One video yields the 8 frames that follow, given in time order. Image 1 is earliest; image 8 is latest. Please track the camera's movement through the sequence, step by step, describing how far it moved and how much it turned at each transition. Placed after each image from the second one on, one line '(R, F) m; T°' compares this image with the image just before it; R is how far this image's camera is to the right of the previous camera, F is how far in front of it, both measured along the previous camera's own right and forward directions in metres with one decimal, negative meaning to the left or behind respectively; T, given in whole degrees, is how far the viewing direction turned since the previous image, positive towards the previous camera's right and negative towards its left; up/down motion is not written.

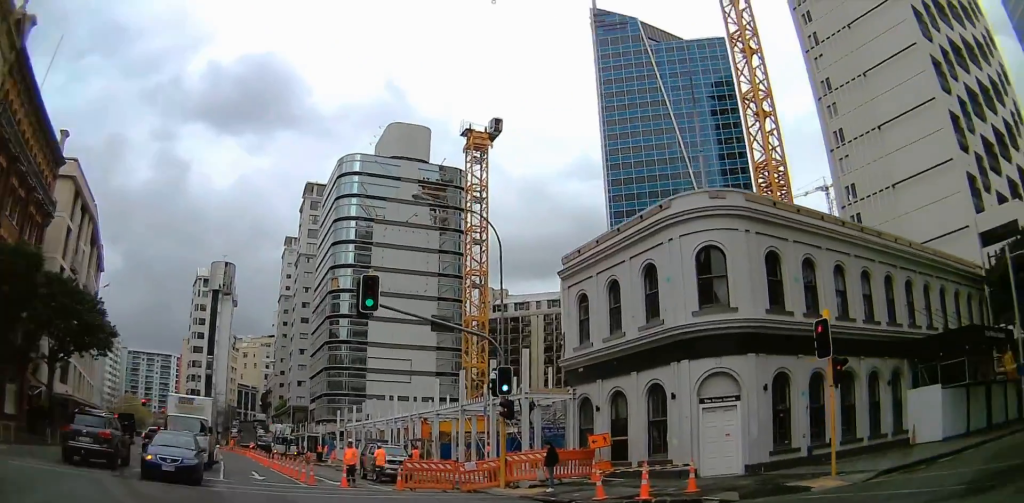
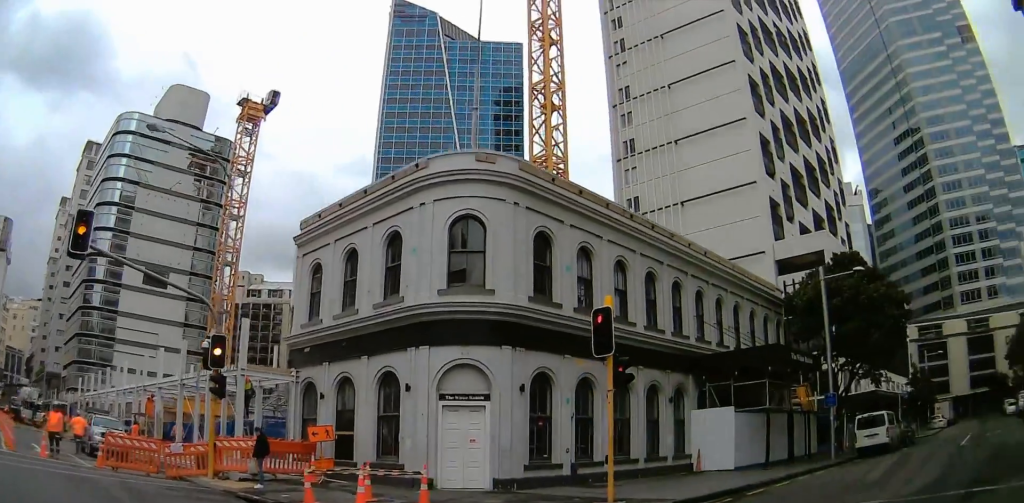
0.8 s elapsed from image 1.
(+0.6, +2.2) m; +22°
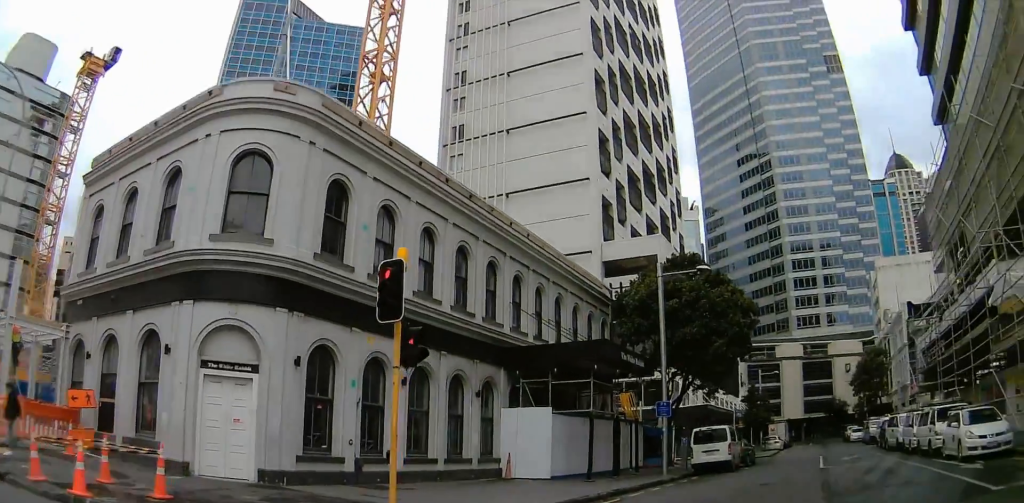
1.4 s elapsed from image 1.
(+0.4, +2.4) m; +10°
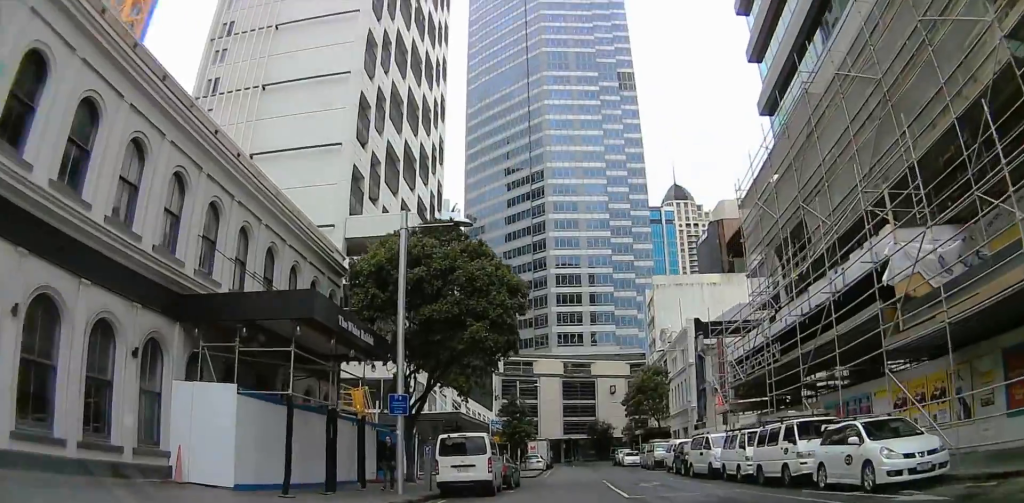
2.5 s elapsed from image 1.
(+0.6, +5.2) m; +17°
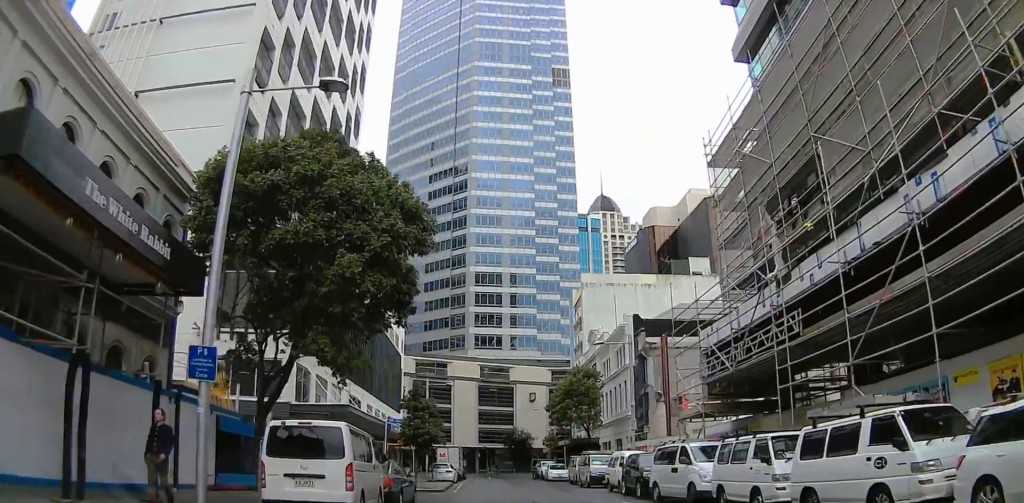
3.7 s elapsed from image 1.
(+1.1, +5.6) m; +19°
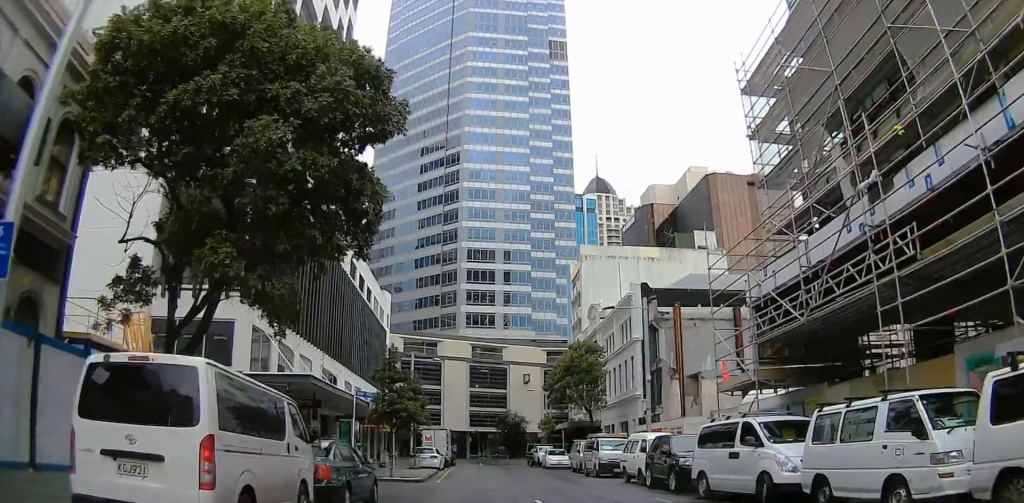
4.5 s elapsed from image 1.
(+0.4, +4.7) m; +6°
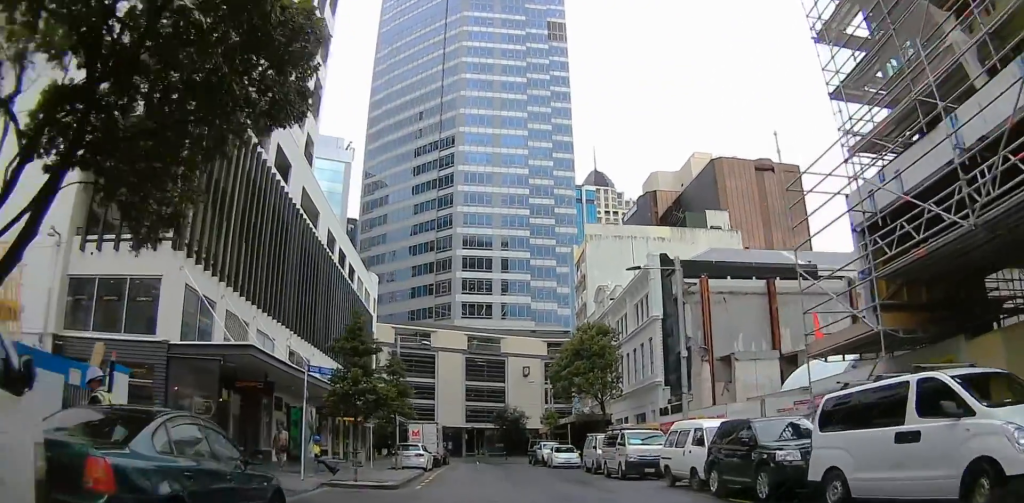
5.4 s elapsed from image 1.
(+0.2, +5.8) m; +4°
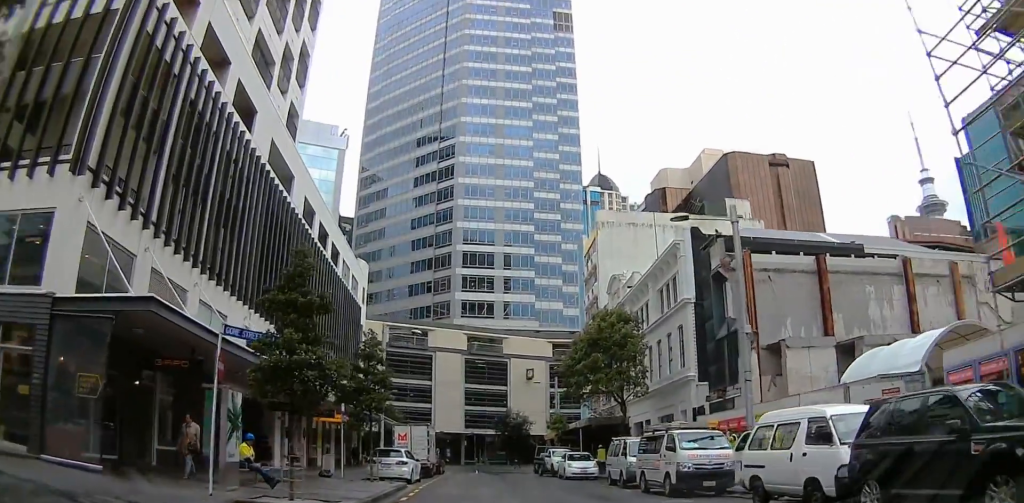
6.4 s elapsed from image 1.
(+0.2, +6.1) m; +3°
